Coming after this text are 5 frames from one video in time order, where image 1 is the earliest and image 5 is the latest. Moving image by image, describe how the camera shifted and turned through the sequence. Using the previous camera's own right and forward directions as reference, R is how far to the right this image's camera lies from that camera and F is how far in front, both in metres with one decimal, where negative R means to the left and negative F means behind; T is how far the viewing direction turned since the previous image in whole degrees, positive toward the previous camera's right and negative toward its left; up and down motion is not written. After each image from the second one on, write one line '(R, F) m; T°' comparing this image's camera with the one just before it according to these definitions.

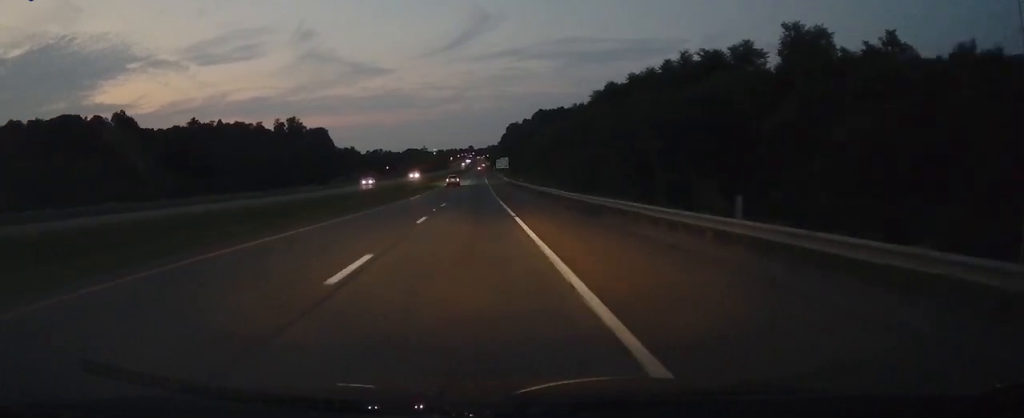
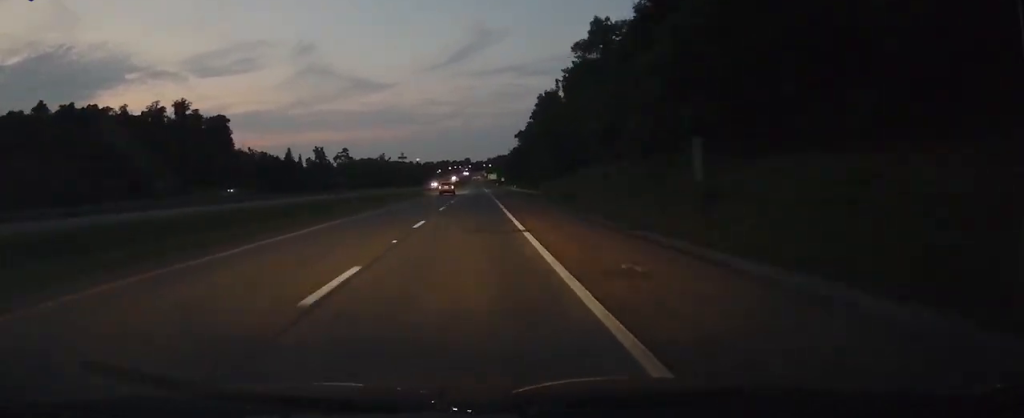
(-0.1, +259.2) m; 0°
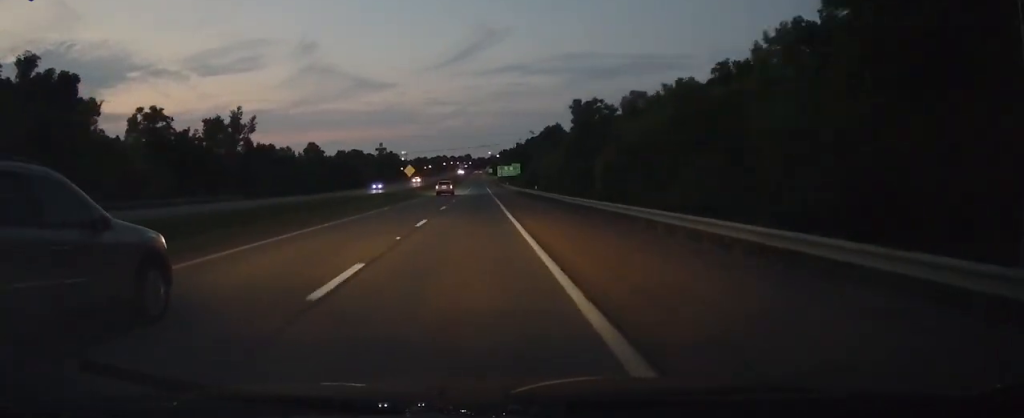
(-0.7, +172.6) m; 0°
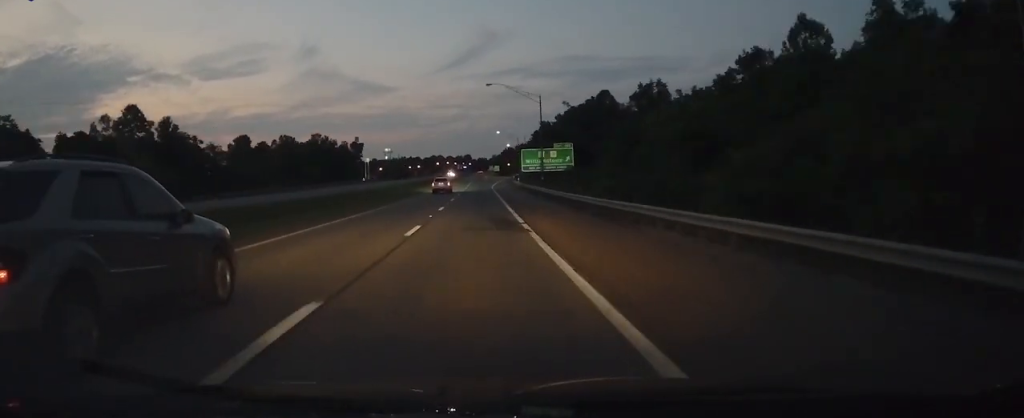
(-0.1, +114.4) m; 0°
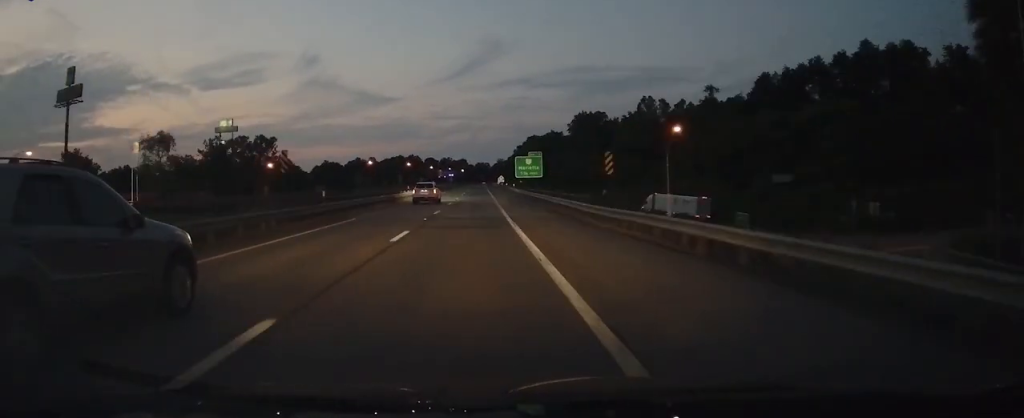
(+0.9, +333.4) m; 0°
